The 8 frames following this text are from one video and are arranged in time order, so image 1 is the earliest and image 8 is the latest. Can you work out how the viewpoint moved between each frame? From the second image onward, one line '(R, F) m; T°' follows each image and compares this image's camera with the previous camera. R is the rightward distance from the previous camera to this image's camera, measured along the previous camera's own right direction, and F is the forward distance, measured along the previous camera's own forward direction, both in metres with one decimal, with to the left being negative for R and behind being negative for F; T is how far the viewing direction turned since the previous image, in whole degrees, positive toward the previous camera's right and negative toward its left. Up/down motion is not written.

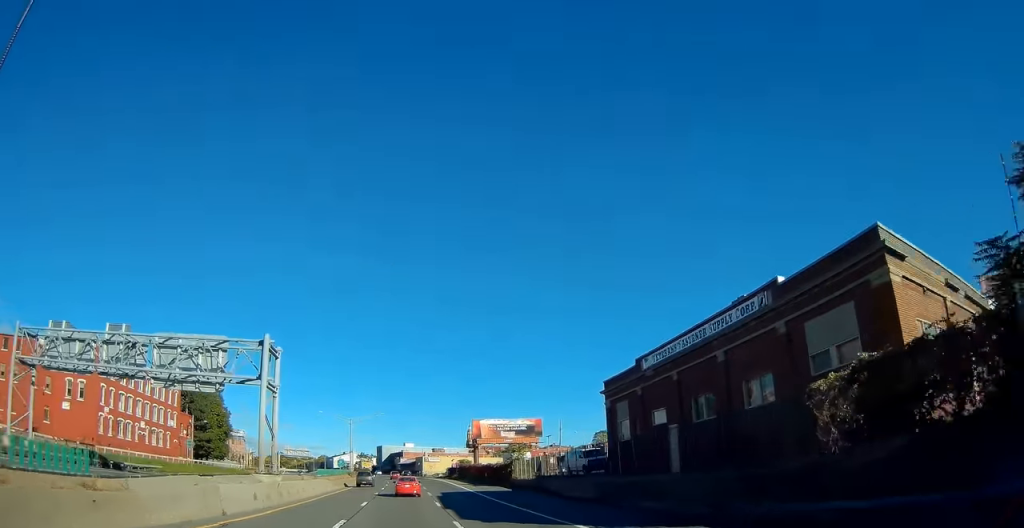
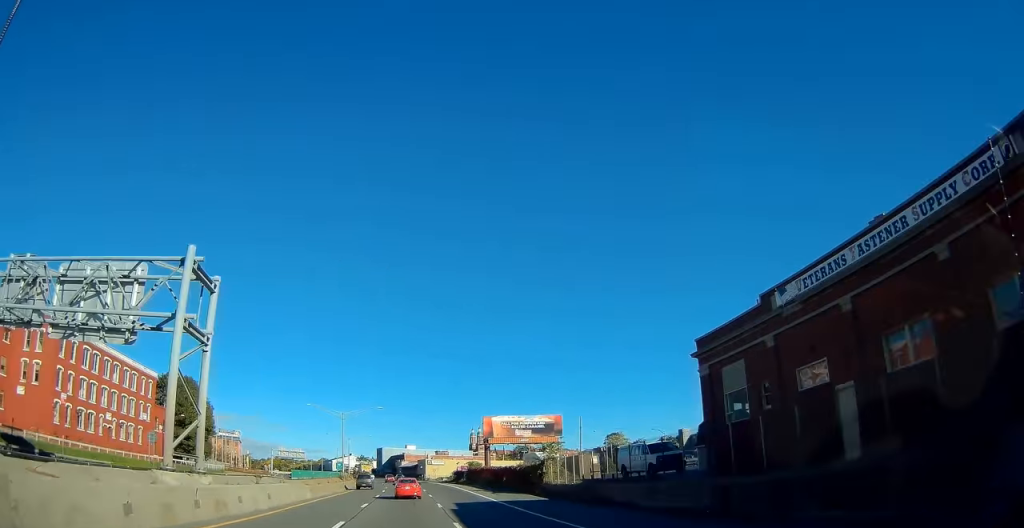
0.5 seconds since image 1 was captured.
(-0.1, +12.1) m; 0°
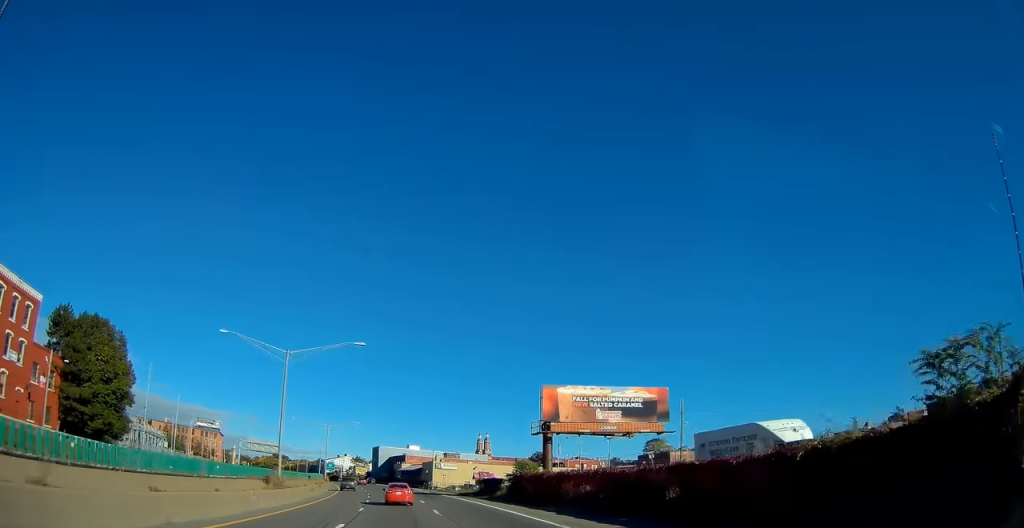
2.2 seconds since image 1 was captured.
(0.0, +38.4) m; 0°
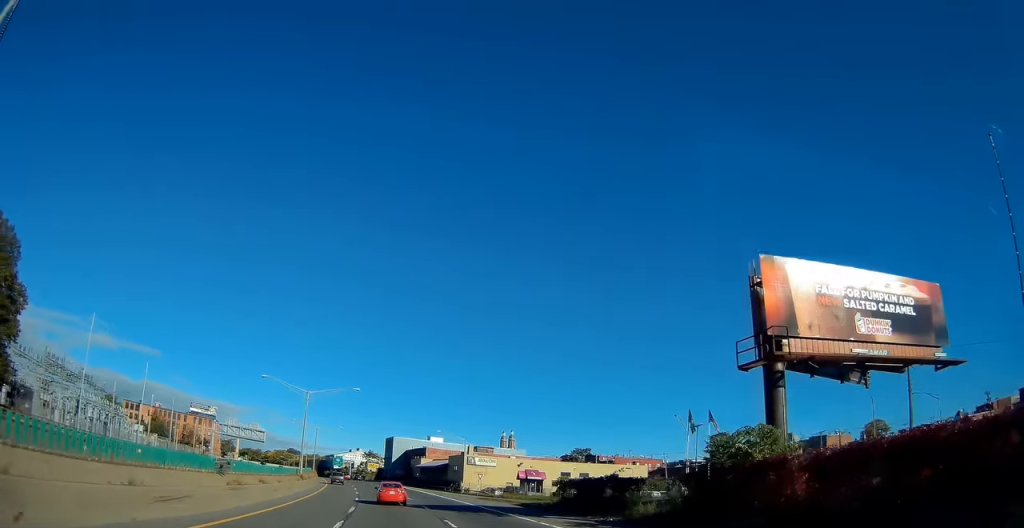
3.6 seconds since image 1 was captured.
(+0.2, +33.2) m; -1°
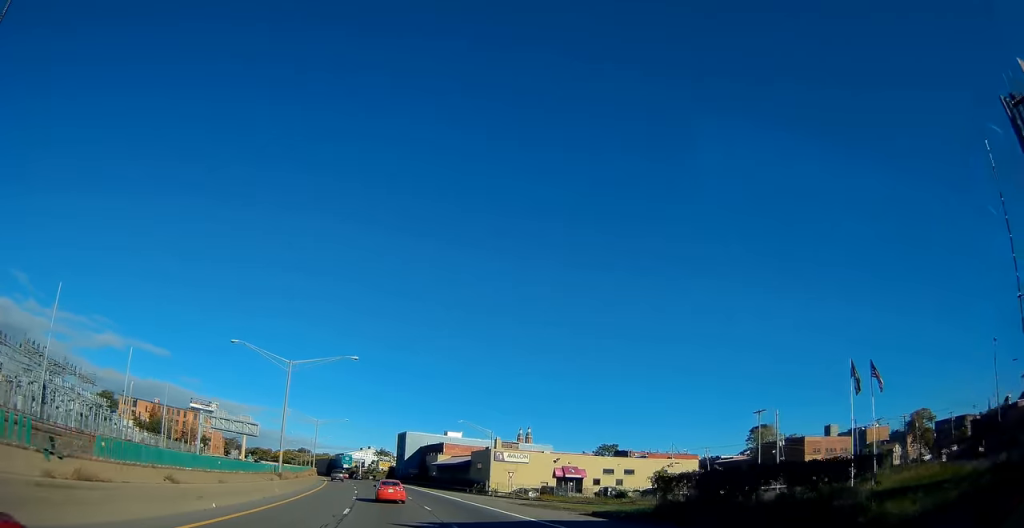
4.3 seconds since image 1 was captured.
(-0.5, +15.2) m; -1°
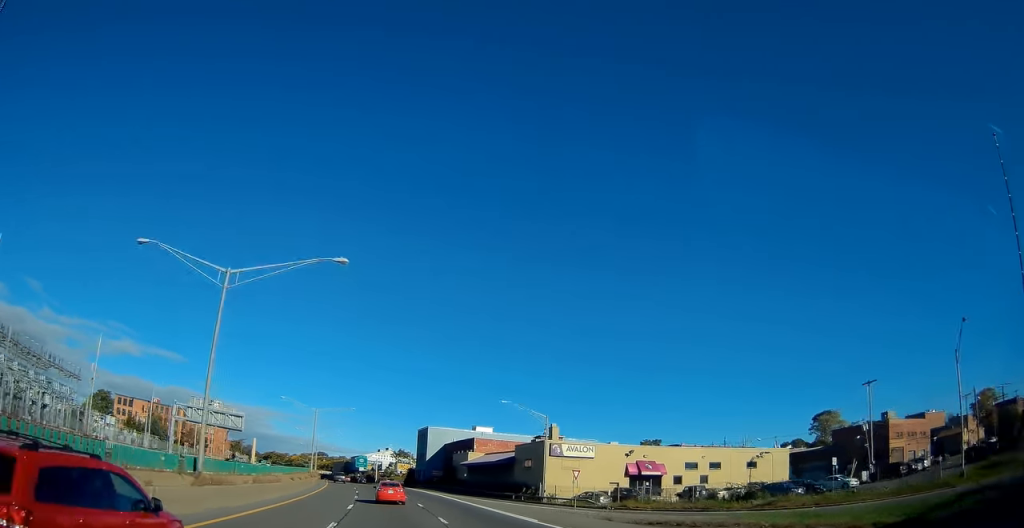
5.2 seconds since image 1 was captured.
(+0.1, +19.6) m; -2°
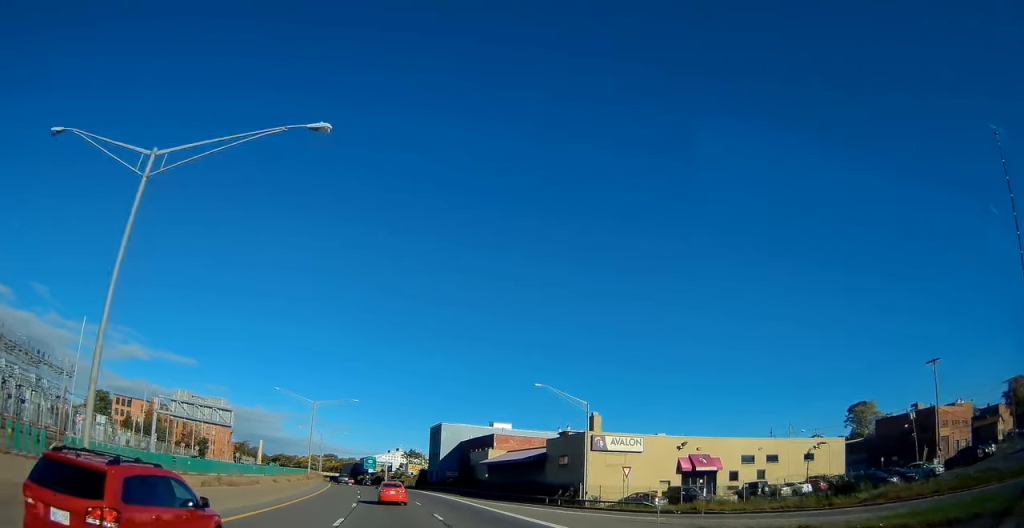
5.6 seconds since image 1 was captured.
(+0.1, +9.8) m; -1°
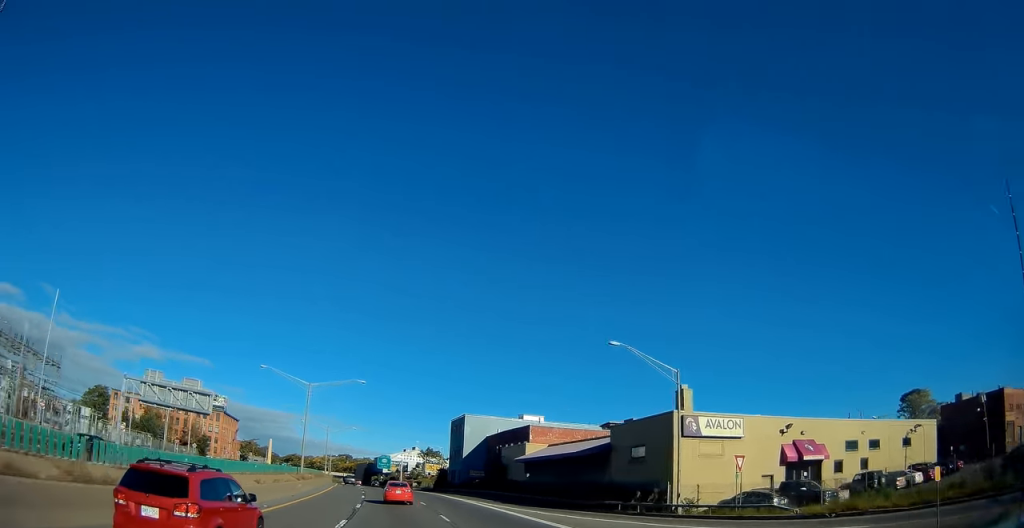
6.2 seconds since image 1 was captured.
(-0.6, +13.3) m; -2°
